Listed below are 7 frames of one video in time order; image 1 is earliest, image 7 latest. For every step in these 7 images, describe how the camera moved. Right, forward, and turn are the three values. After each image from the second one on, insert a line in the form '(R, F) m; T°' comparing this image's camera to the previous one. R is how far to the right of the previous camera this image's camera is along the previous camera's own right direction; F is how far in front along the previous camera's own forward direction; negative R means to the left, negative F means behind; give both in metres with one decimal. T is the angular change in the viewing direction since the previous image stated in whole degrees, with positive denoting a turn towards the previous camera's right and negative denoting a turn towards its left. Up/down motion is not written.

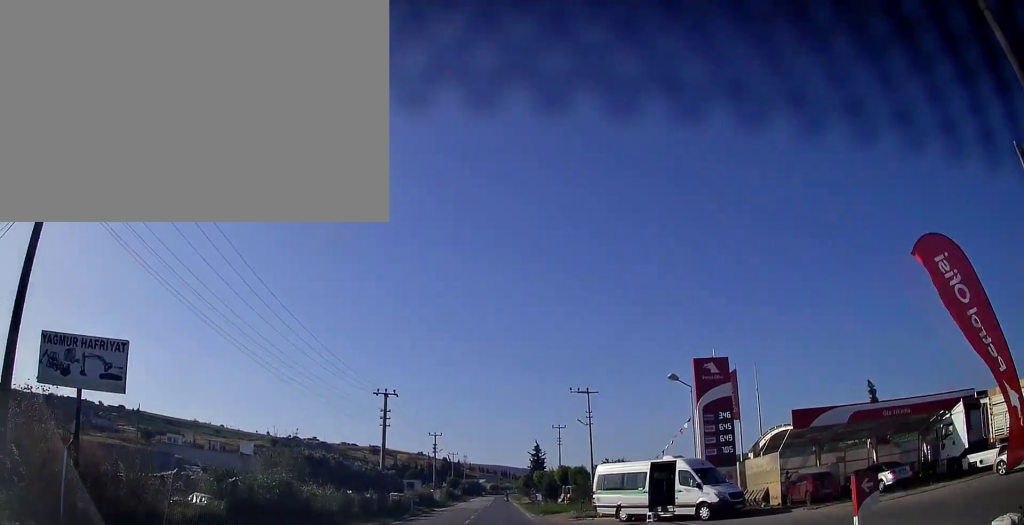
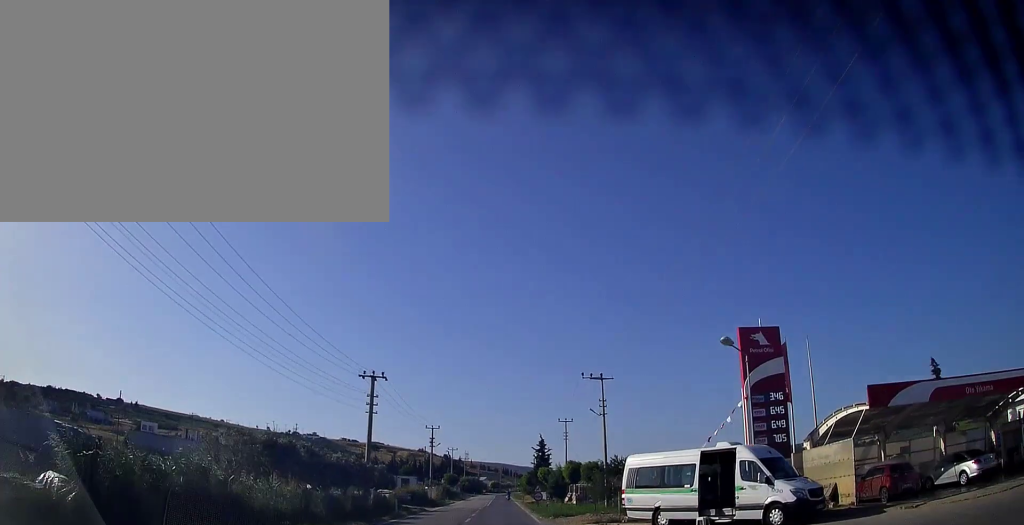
(-0.1, +7.0) m; 0°
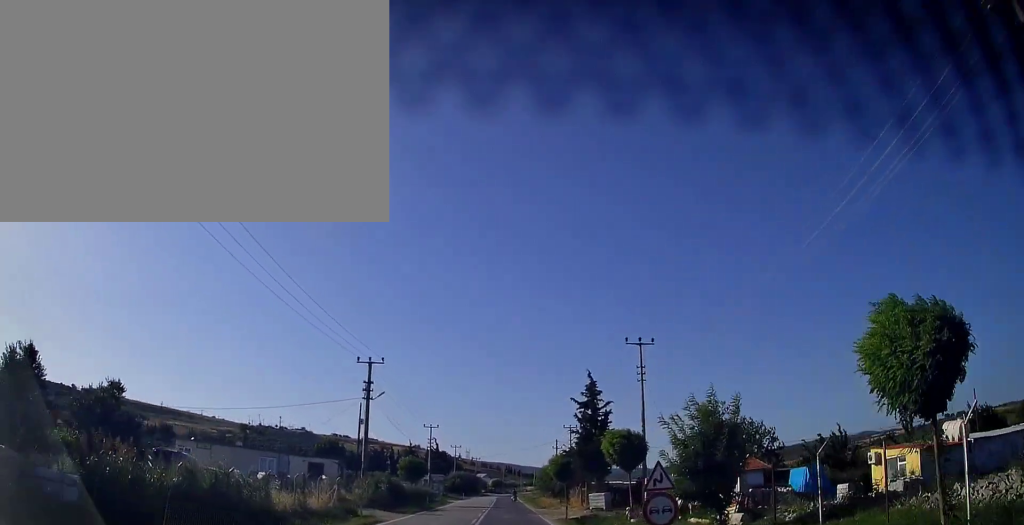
(-0.2, +43.8) m; 0°
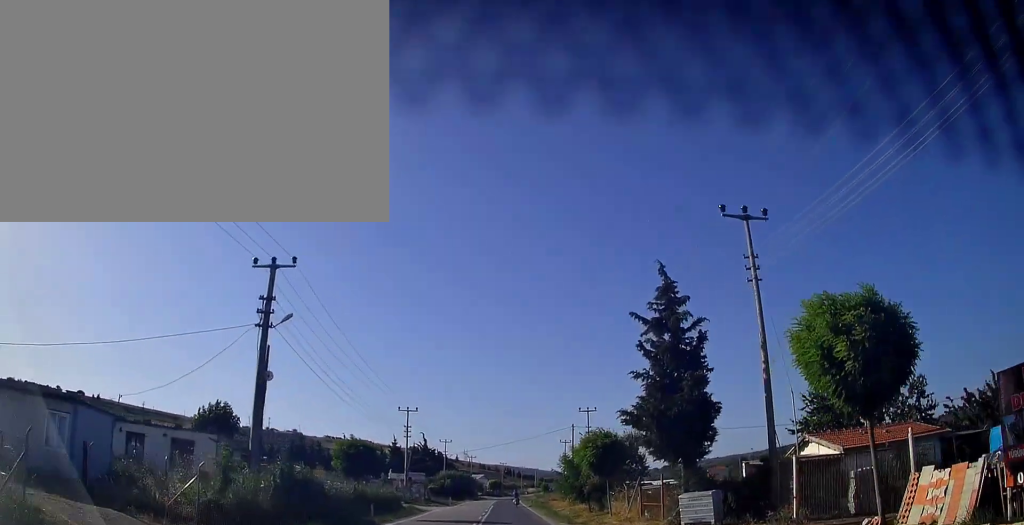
(+0.1, +18.8) m; 0°
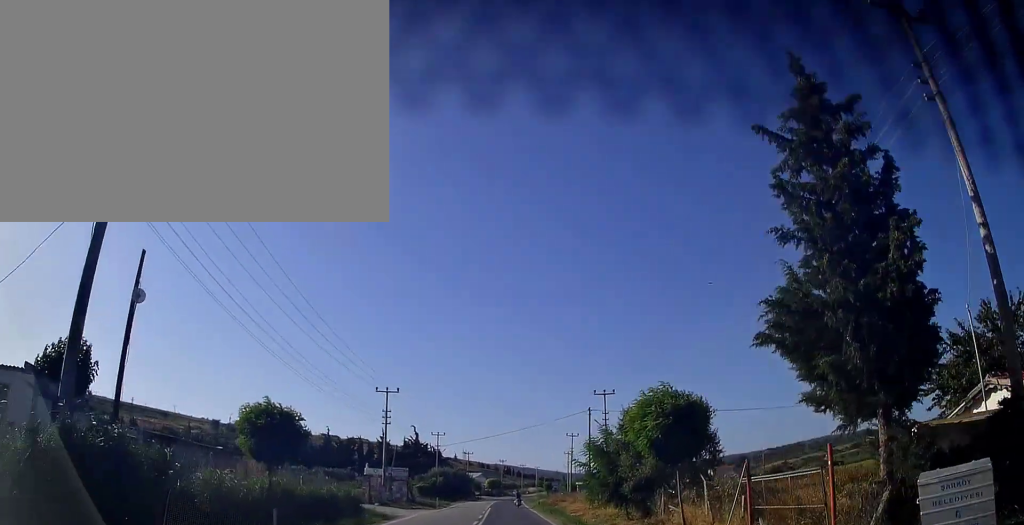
(0.0, +11.5) m; 0°
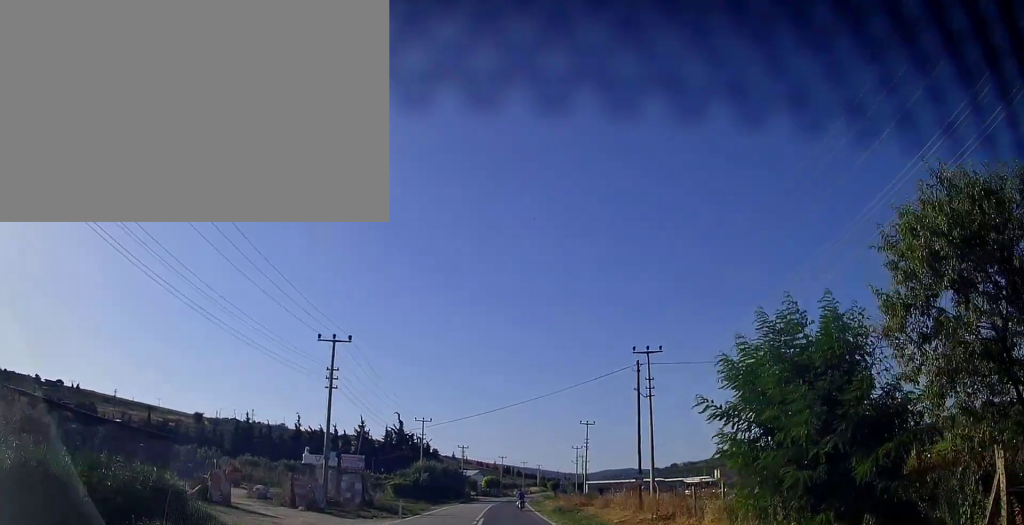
(-0.1, +17.4) m; 0°
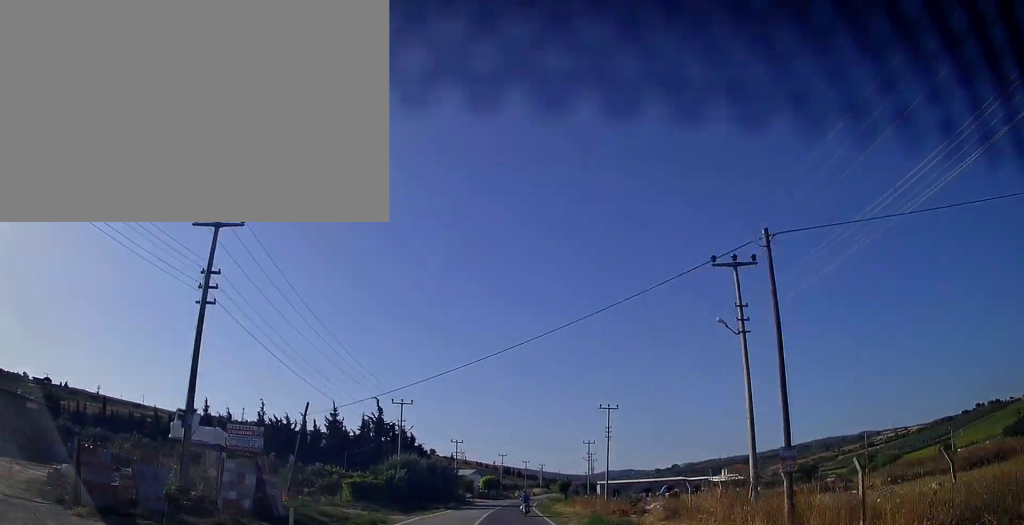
(+0.1, +16.9) m; 0°
